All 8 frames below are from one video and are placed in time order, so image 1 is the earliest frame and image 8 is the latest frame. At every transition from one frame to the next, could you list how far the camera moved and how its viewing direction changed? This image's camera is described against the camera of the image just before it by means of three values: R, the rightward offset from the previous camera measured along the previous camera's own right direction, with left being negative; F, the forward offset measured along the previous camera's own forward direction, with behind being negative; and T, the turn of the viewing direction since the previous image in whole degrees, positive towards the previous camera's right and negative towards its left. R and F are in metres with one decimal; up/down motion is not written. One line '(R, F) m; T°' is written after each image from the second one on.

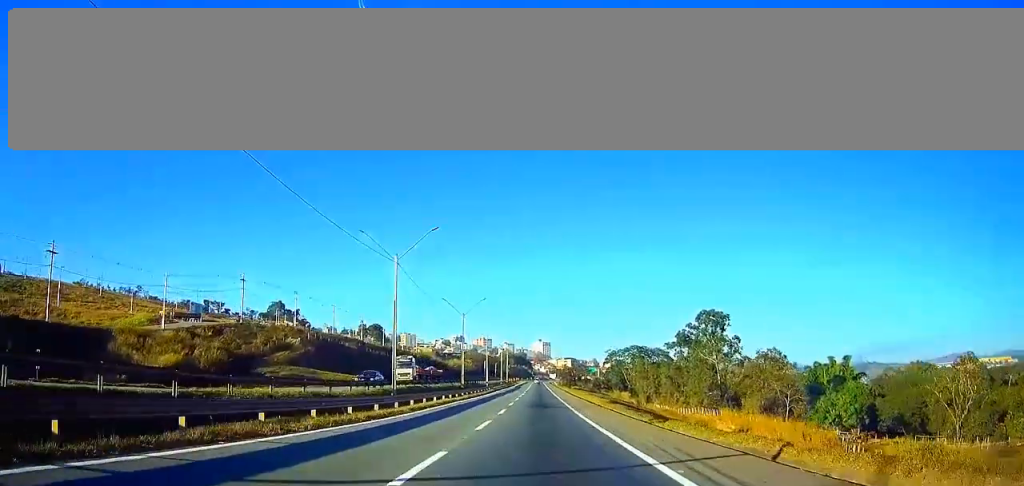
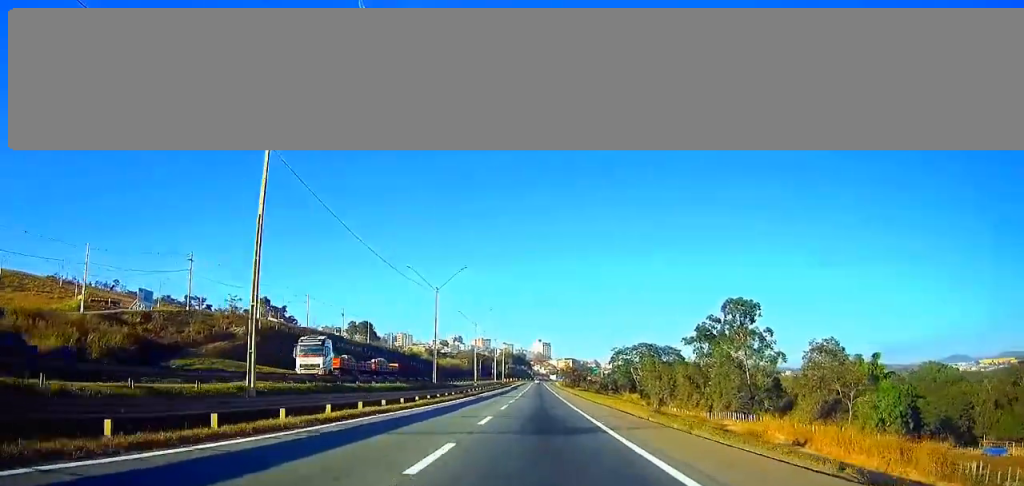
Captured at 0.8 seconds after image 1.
(0.0, +22.8) m; 0°
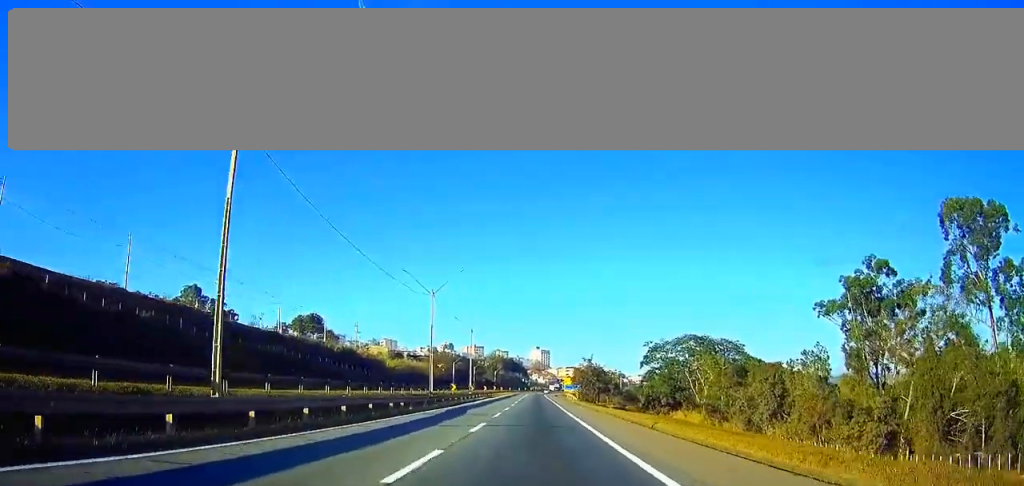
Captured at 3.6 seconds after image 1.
(+0.5, +82.4) m; 0°
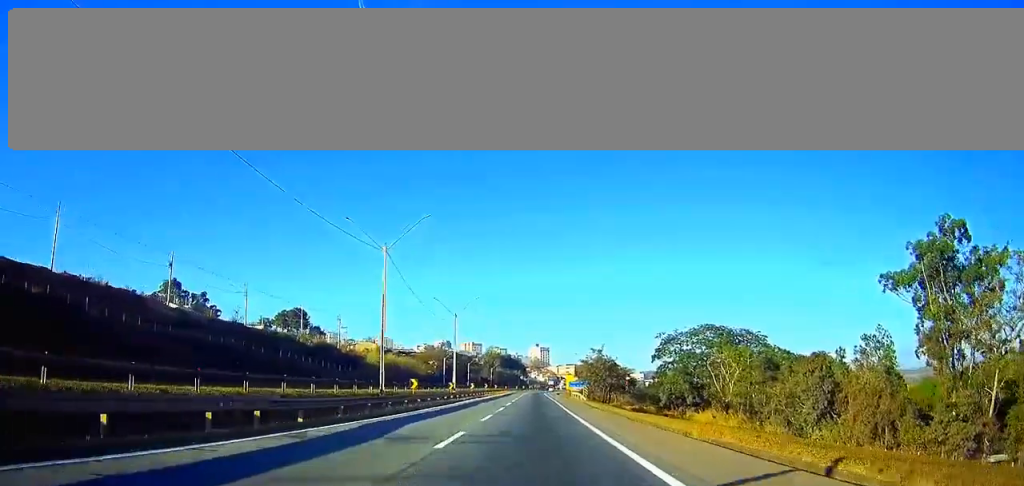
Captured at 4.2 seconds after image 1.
(0.0, +18.3) m; 0°
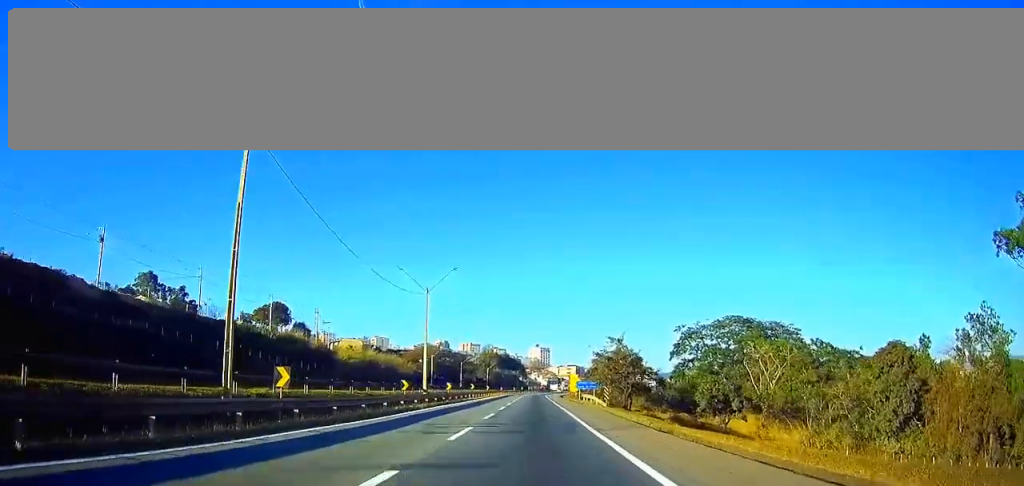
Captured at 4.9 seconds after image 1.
(0.0, +21.1) m; 0°
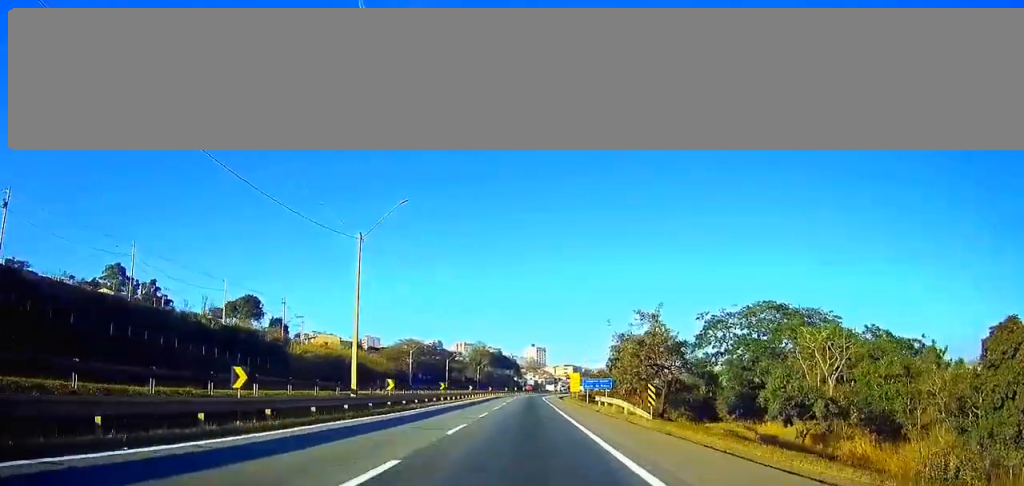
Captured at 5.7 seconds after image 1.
(+0.1, +21.7) m; 0°
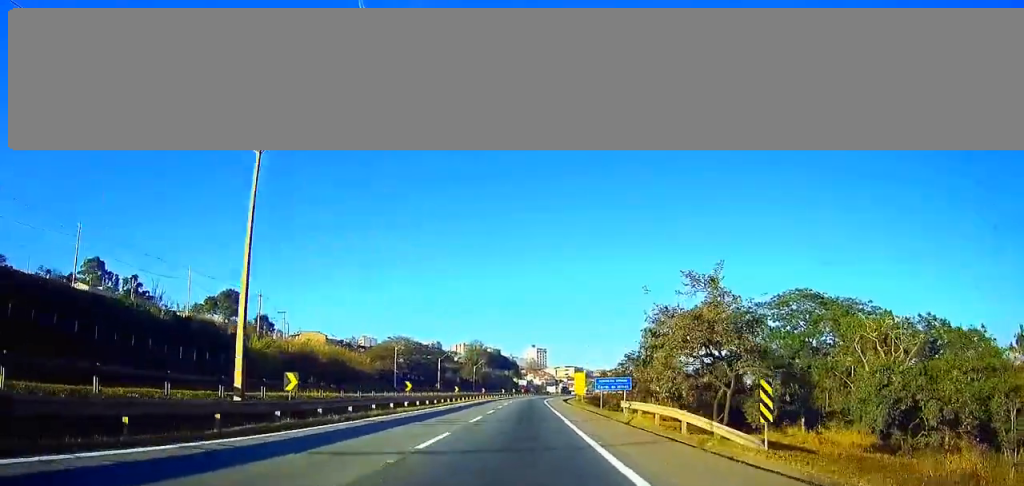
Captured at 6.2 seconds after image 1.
(0.0, +15.0) m; 0°
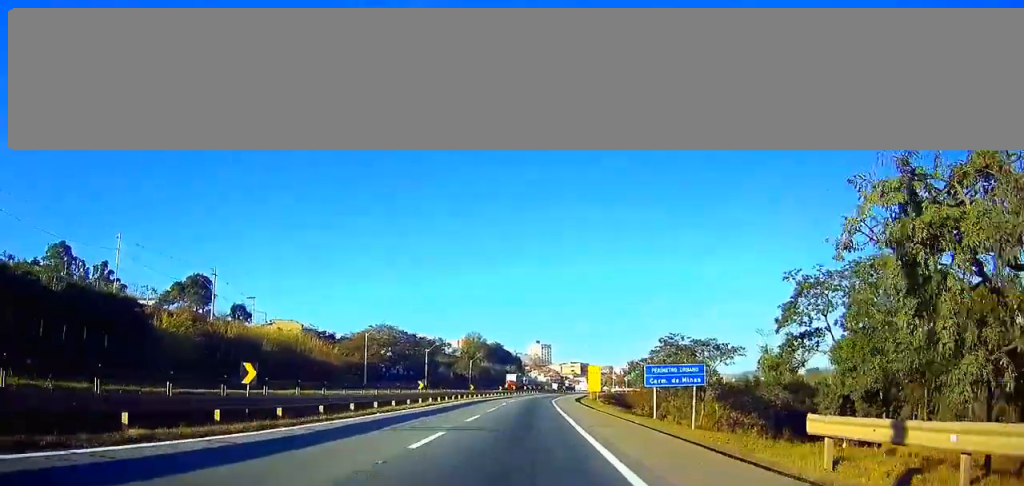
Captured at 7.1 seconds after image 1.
(0.0, +24.0) m; 0°
